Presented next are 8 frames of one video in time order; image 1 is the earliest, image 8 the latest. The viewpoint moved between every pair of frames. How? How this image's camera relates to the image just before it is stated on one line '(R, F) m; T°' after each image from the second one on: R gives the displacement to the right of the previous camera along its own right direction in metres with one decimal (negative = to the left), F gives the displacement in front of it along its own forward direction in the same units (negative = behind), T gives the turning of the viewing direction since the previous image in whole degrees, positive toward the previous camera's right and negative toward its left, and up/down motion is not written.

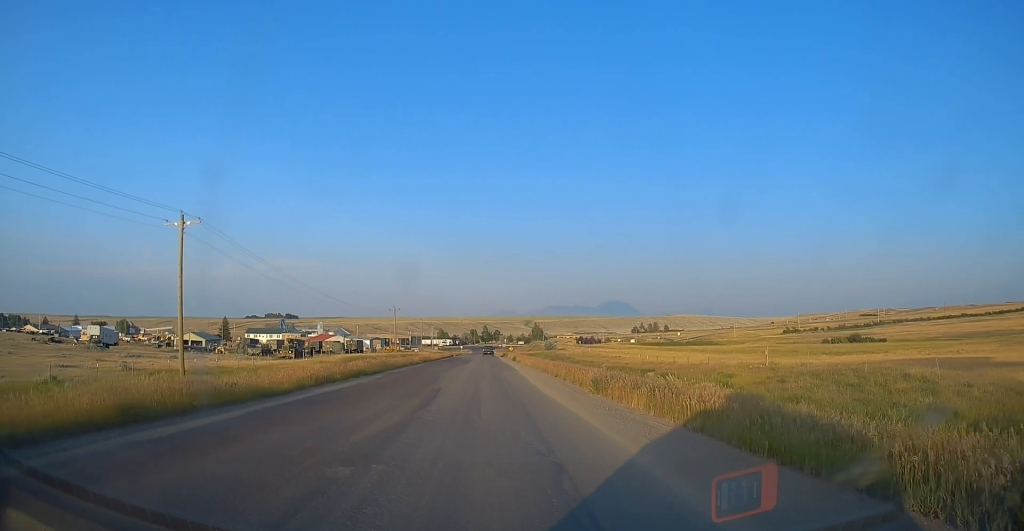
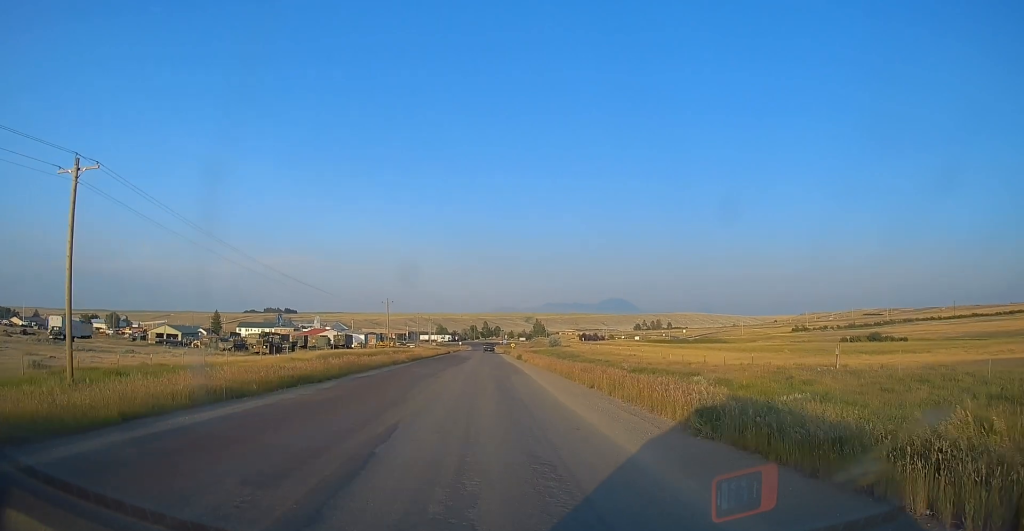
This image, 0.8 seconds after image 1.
(+0.2, +11.9) m; 0°
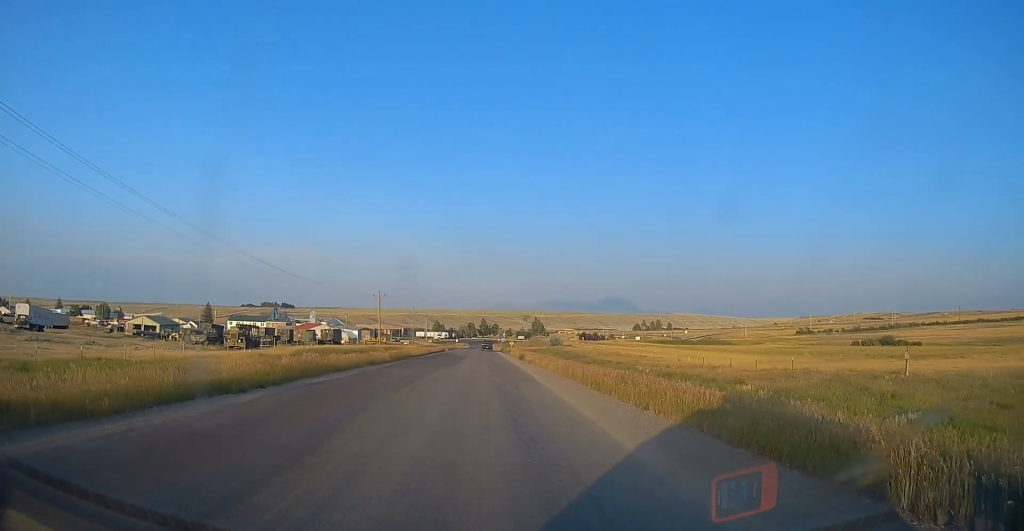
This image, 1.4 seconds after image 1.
(+0.1, +8.5) m; 0°
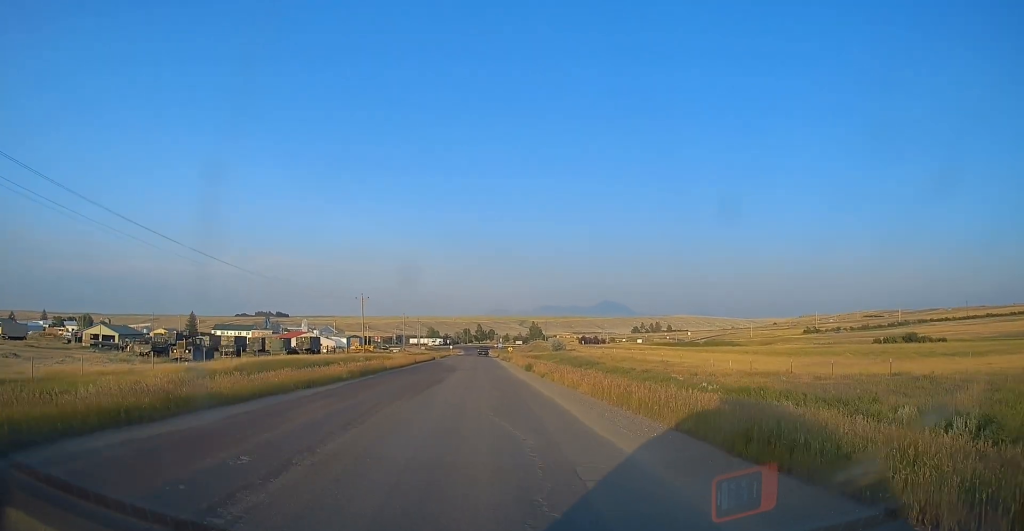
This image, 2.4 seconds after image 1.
(-0.3, +13.8) m; -1°
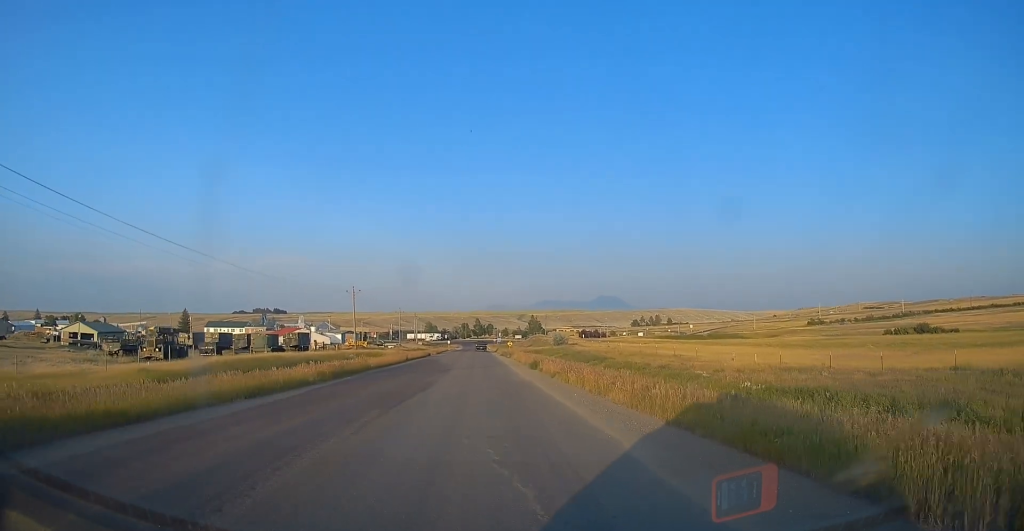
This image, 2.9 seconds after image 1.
(0.0, +6.3) m; +1°
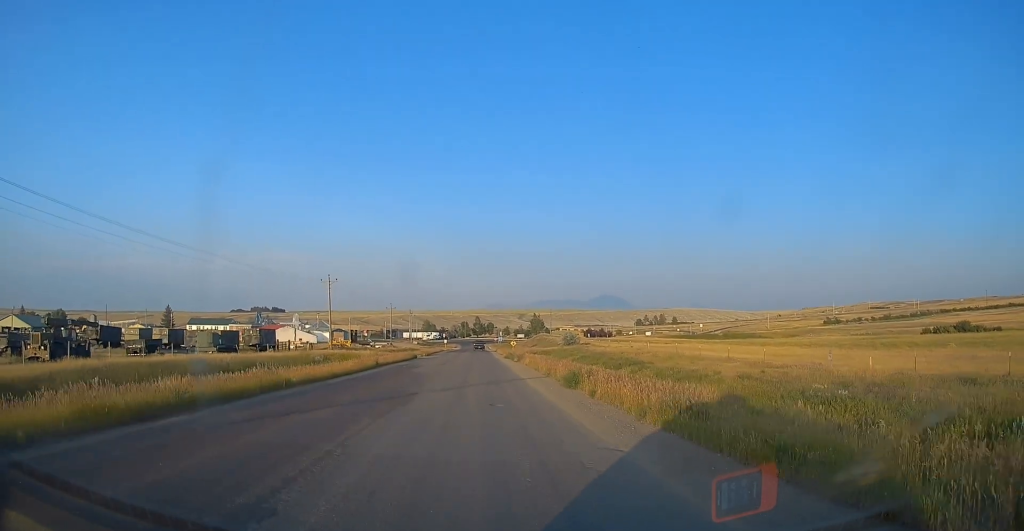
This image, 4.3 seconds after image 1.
(+0.5, +17.8) m; +1°
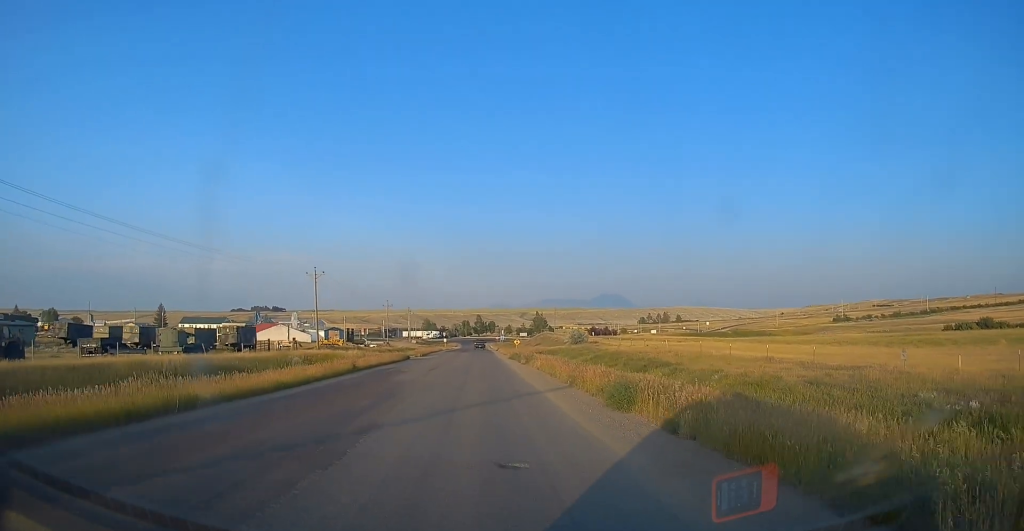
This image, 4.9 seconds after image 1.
(-0.3, +8.3) m; -1°
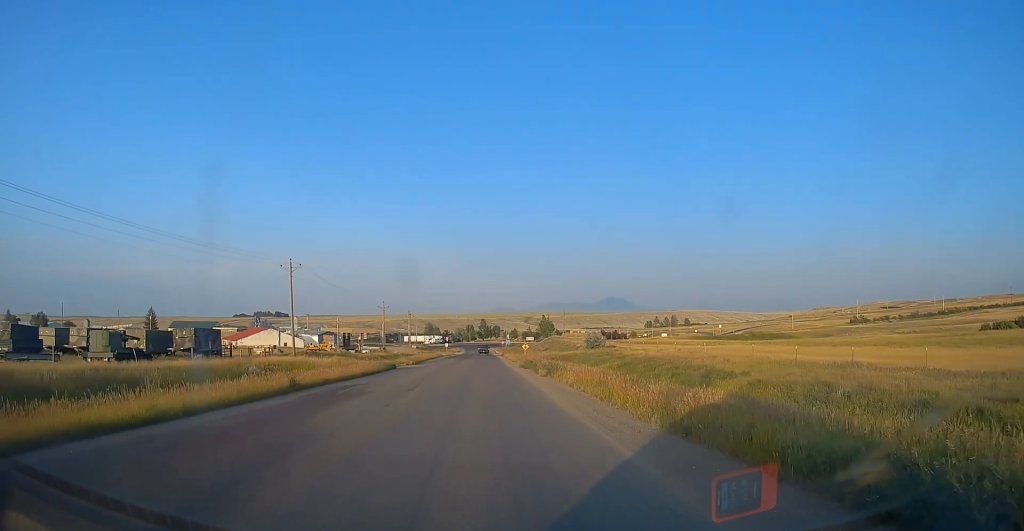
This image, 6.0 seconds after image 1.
(-0.1, +12.8) m; +1°
